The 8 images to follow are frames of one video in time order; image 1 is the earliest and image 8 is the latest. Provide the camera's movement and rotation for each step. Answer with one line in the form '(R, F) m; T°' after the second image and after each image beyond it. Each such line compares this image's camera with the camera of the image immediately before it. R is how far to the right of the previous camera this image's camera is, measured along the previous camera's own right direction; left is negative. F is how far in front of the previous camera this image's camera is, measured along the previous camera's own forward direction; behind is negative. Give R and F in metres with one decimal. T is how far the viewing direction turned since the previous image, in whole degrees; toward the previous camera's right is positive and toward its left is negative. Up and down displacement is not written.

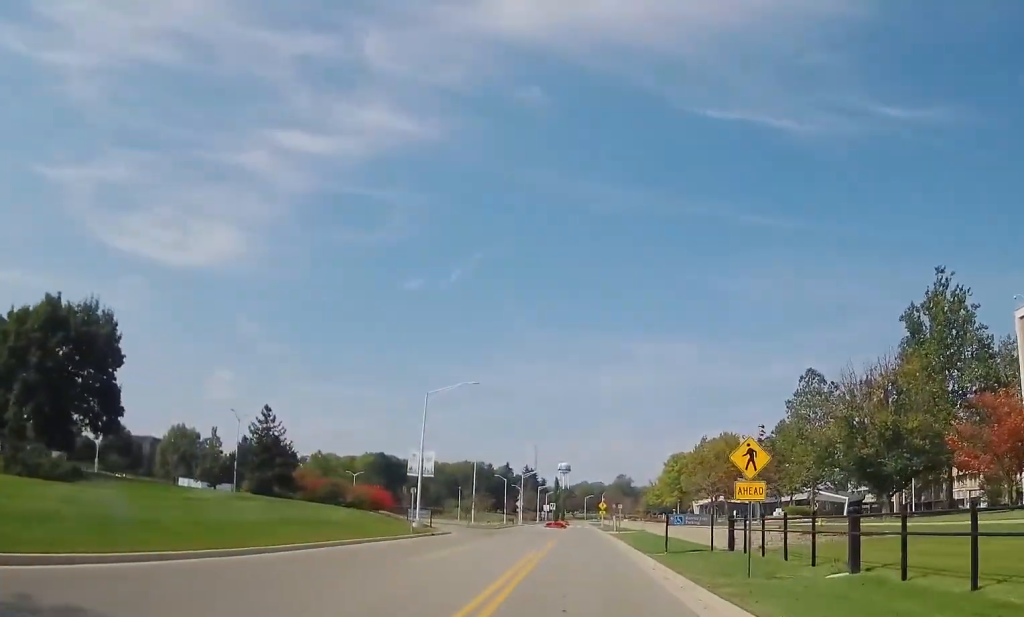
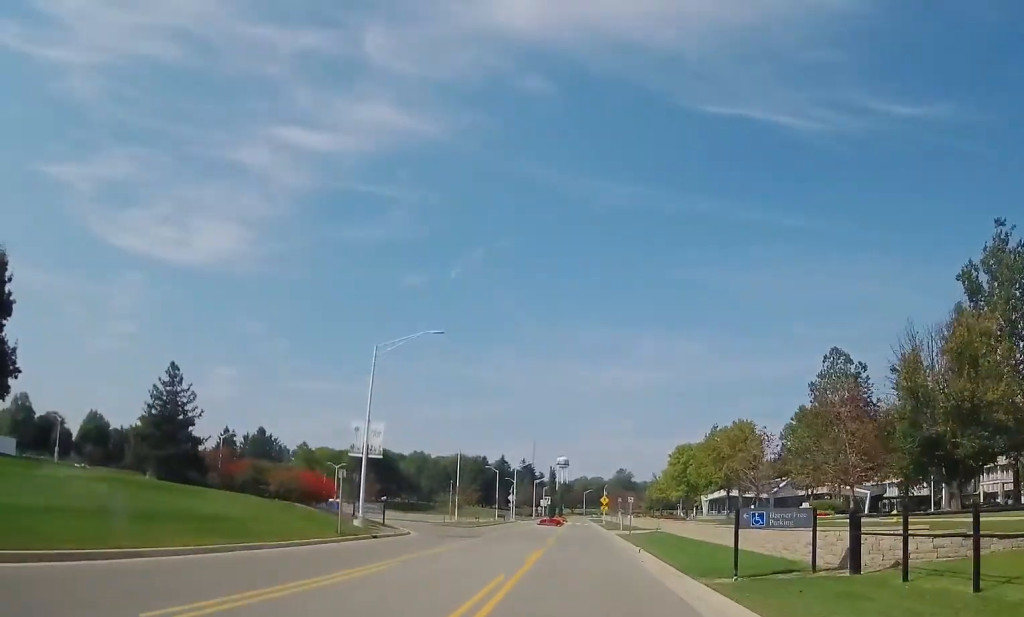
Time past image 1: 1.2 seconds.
(-0.7, +12.5) m; -3°
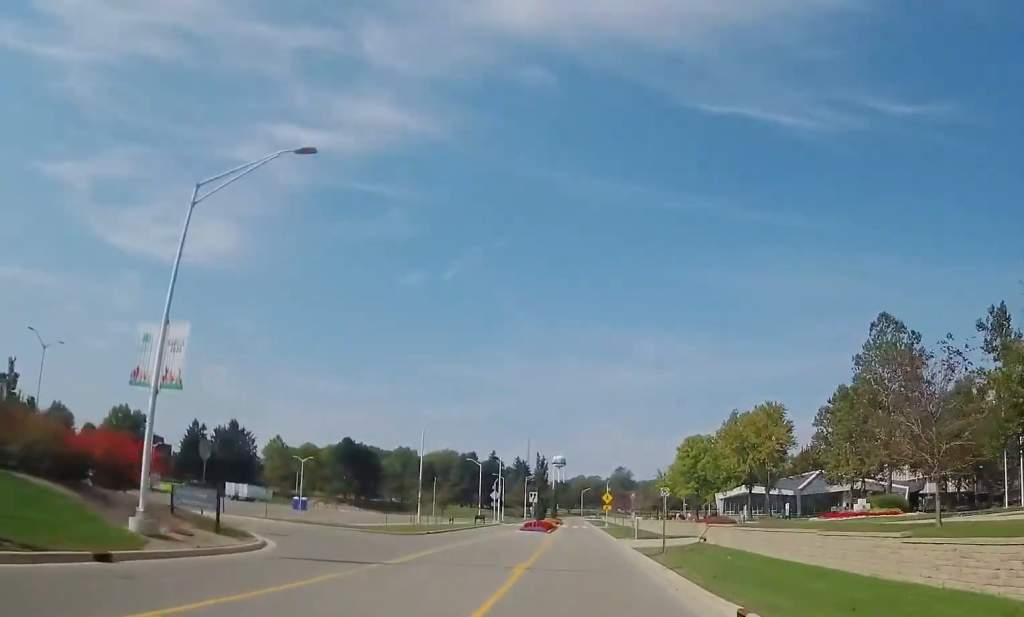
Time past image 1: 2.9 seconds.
(0.0, +18.6) m; 0°
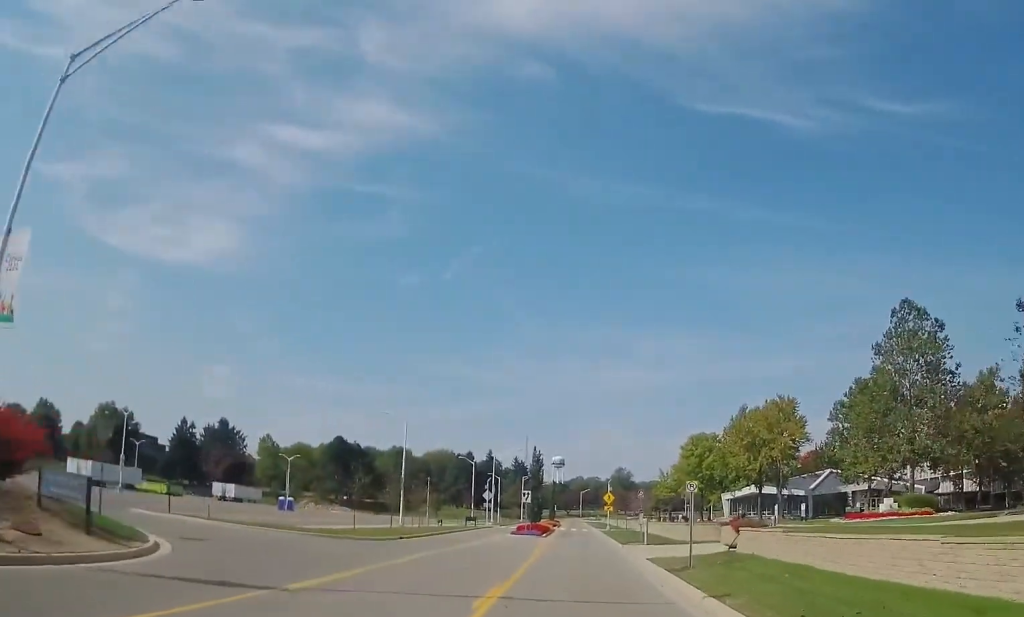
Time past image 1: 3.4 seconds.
(0.0, +6.5) m; 0°
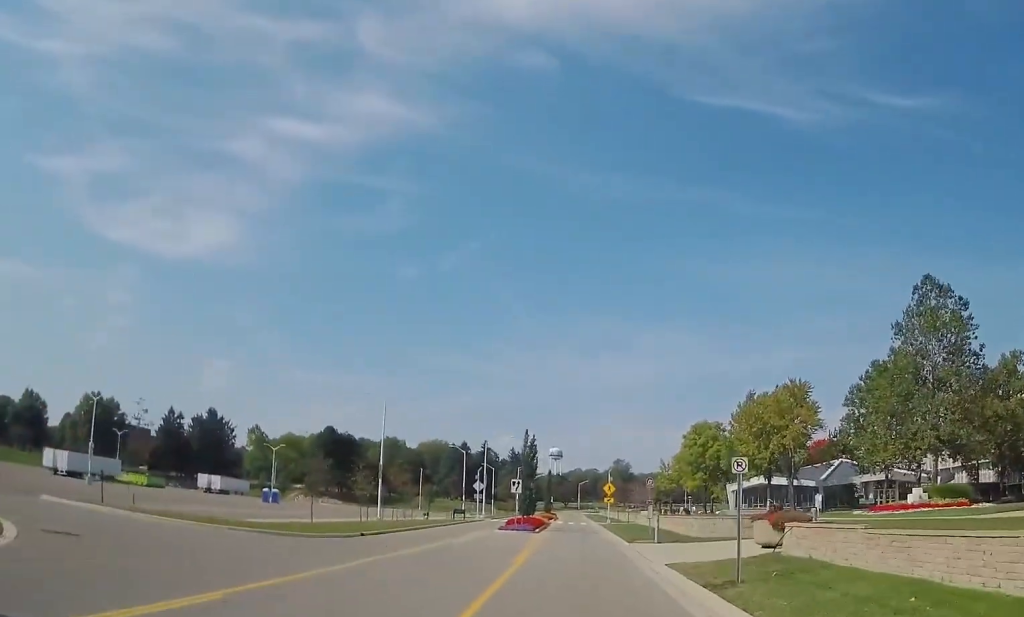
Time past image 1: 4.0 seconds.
(0.0, +6.2) m; 0°
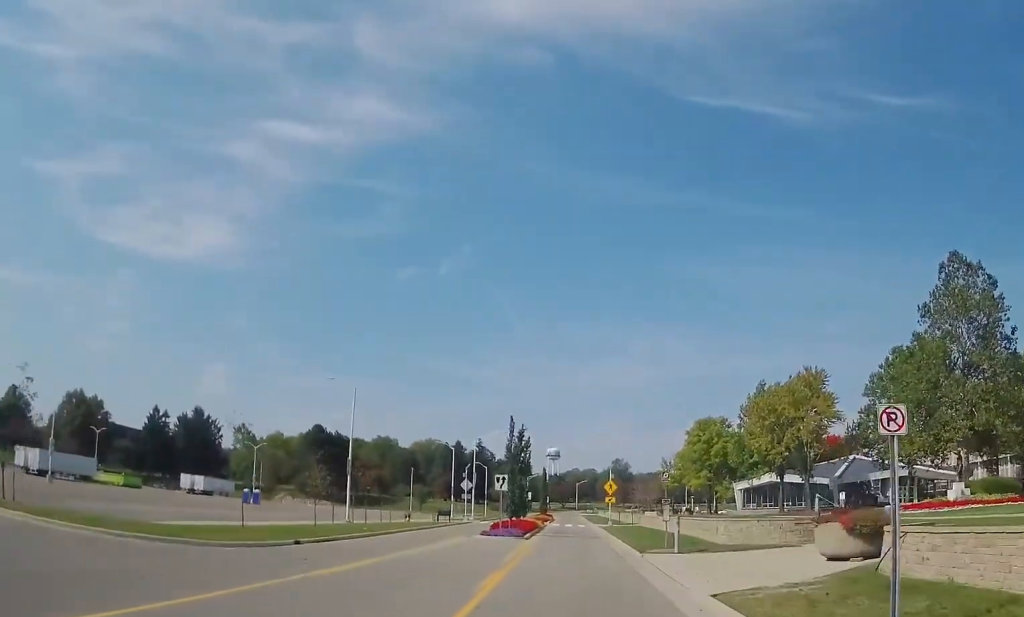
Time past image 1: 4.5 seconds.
(0.0, +7.2) m; 0°
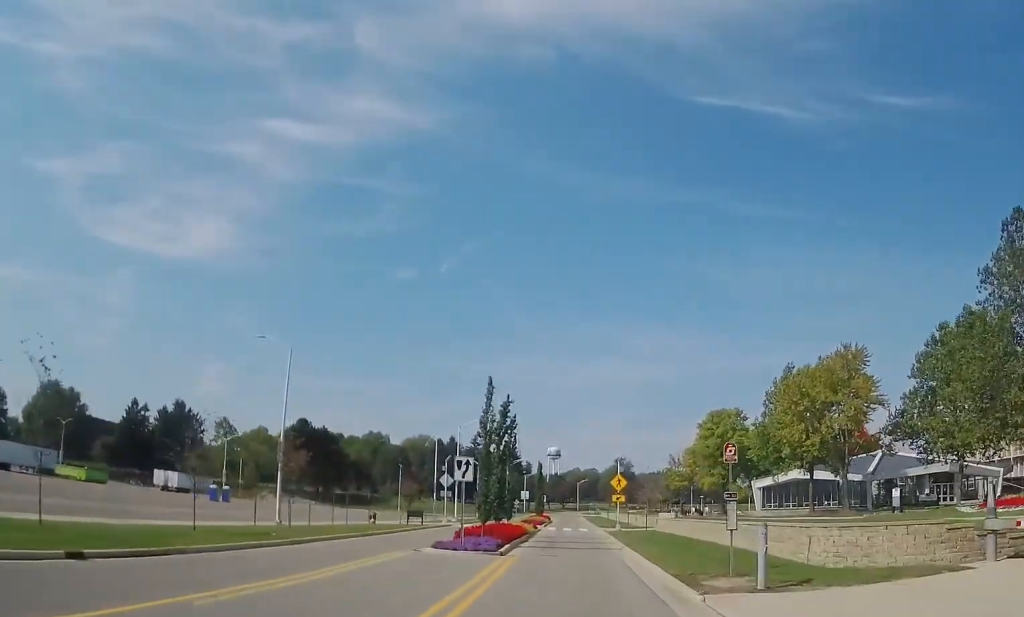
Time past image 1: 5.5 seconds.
(0.0, +11.7) m; 0°
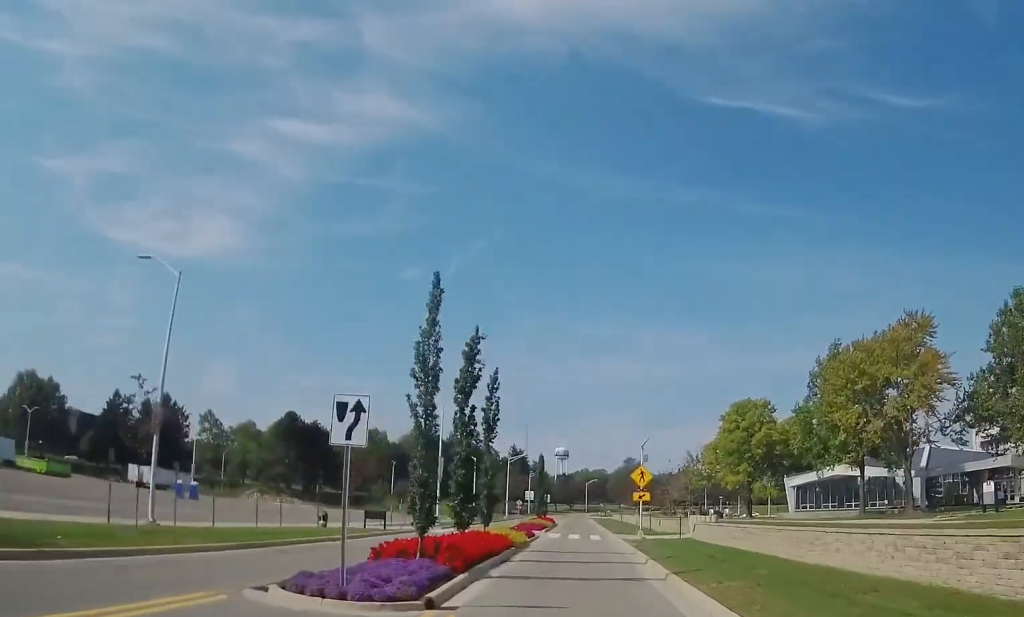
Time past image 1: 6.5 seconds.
(0.0, +12.5) m; -1°
